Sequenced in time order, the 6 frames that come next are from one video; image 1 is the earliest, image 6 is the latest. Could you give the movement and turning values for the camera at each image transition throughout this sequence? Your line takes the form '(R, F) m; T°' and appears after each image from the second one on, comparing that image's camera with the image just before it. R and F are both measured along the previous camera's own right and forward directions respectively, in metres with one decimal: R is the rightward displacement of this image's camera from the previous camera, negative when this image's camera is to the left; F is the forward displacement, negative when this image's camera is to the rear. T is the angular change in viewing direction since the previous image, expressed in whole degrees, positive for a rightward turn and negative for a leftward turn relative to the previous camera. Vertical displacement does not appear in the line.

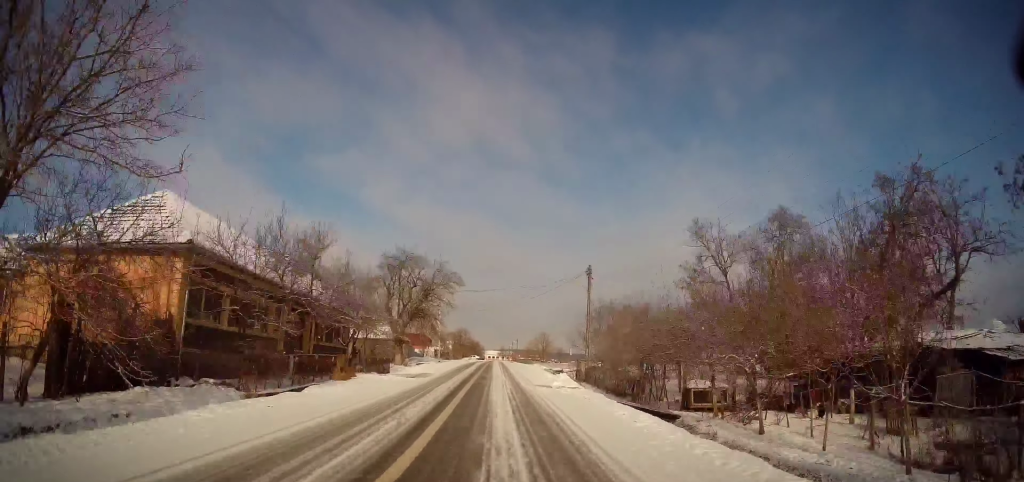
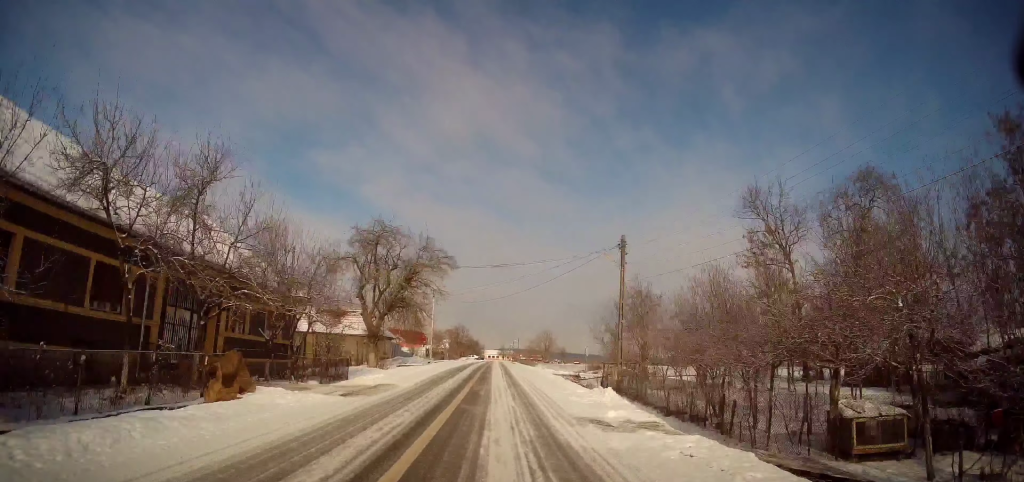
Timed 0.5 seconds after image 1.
(-0.2, +9.9) m; -1°
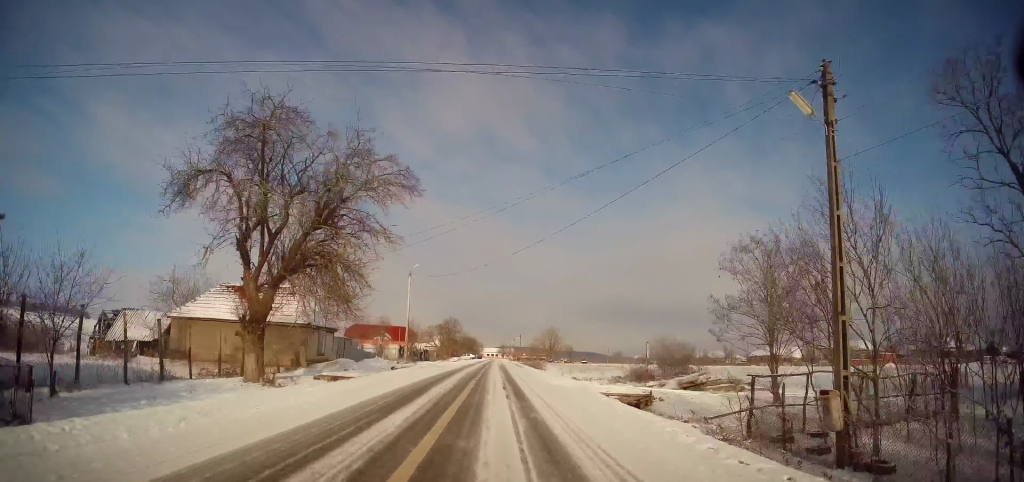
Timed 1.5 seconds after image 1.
(-0.1, +18.4) m; +1°
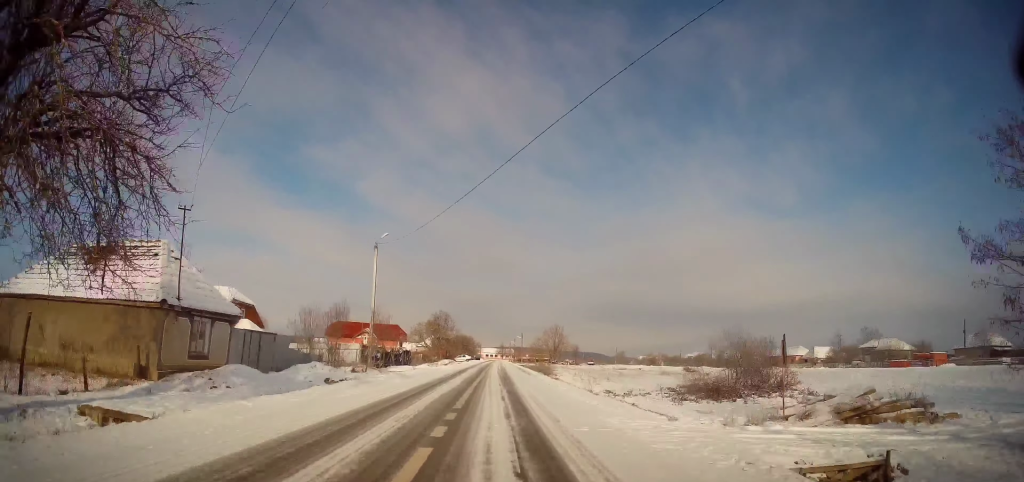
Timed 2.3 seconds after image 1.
(+0.2, +13.4) m; 0°
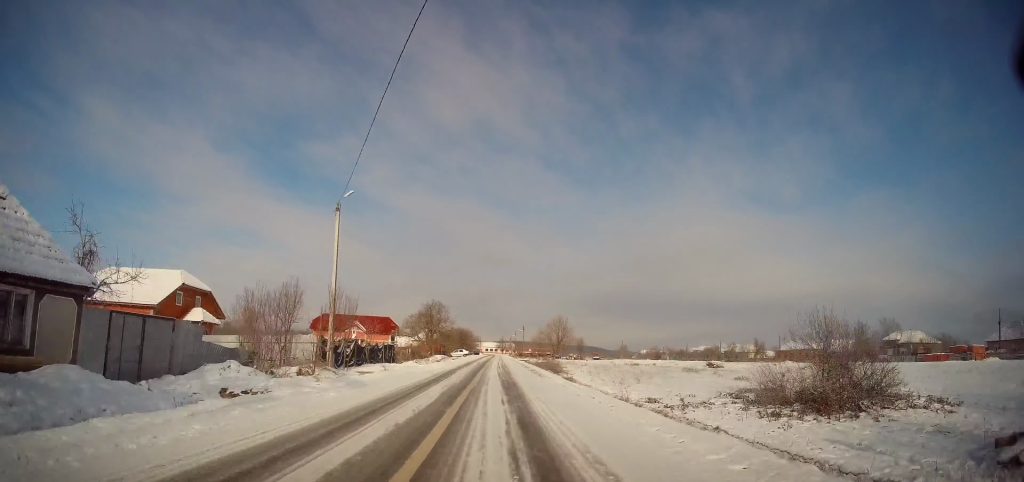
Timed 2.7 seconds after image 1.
(+0.1, +8.5) m; 0°
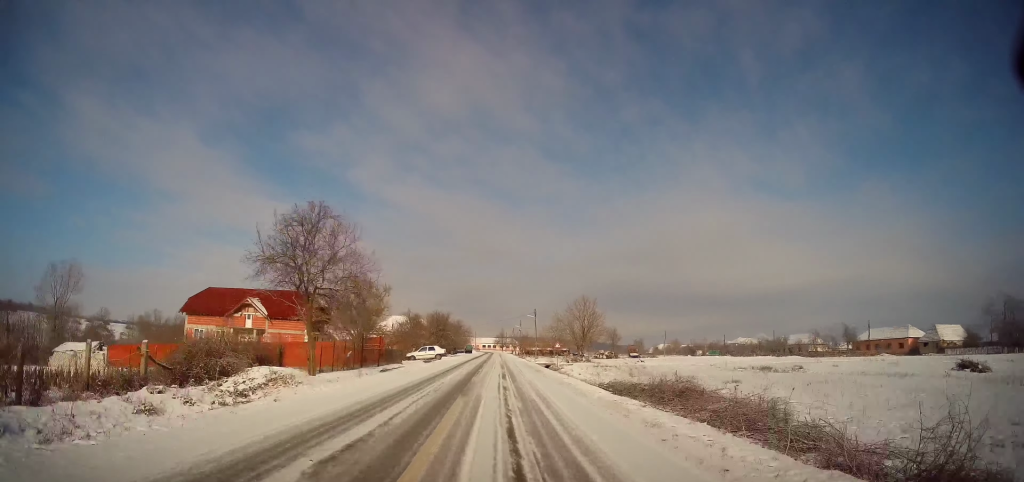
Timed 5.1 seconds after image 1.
(-0.1, +42.7) m; 0°
